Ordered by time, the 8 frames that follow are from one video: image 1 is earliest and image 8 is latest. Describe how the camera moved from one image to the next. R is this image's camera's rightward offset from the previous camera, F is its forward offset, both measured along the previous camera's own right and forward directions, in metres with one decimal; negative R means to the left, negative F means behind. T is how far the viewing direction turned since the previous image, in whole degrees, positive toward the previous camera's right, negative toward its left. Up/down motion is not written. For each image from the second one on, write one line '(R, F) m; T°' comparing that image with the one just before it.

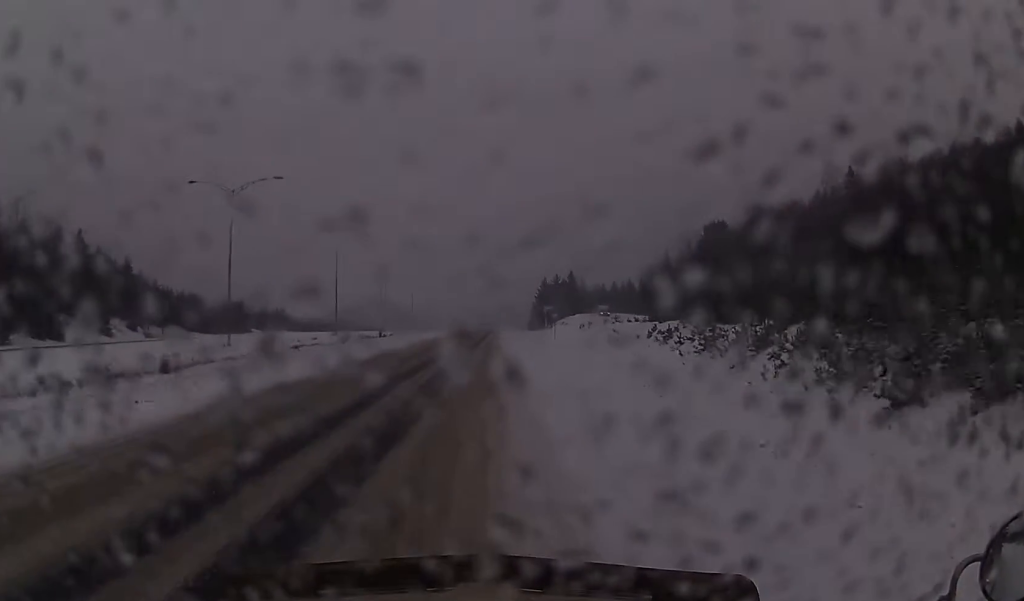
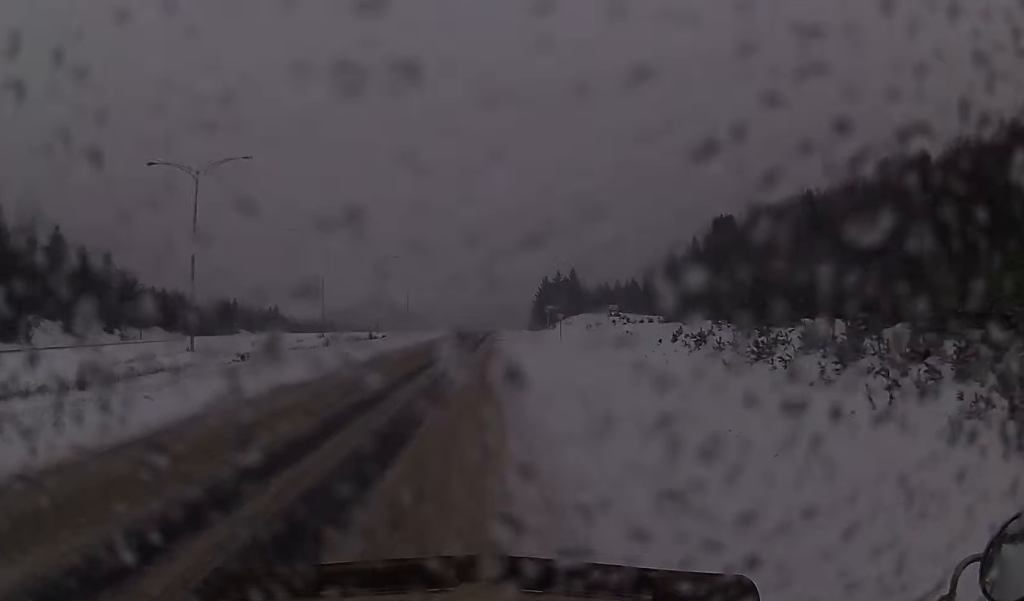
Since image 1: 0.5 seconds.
(-0.1, +9.1) m; 0°
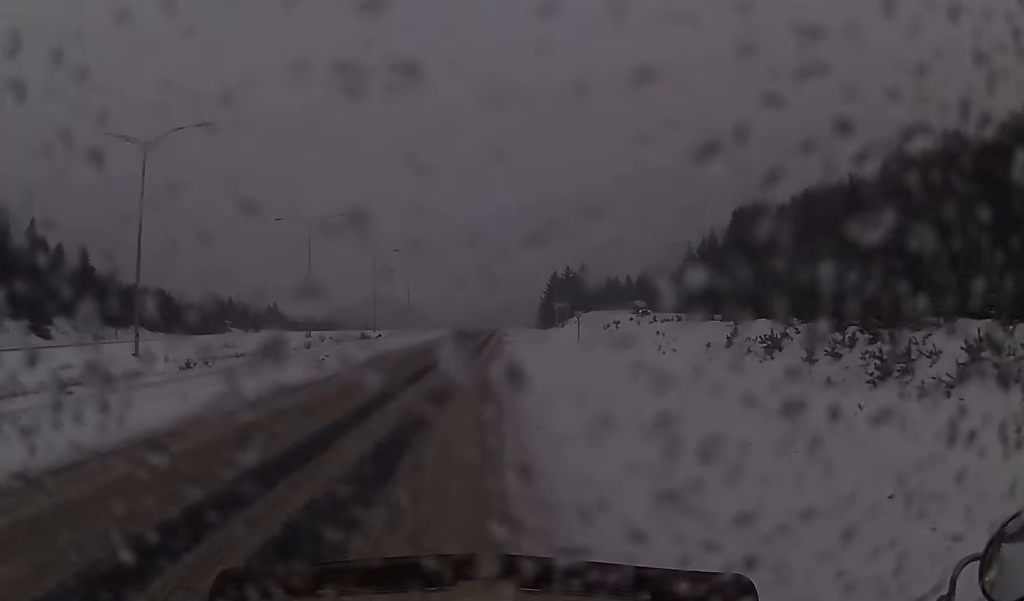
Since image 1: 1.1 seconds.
(-0.1, +11.5) m; 0°
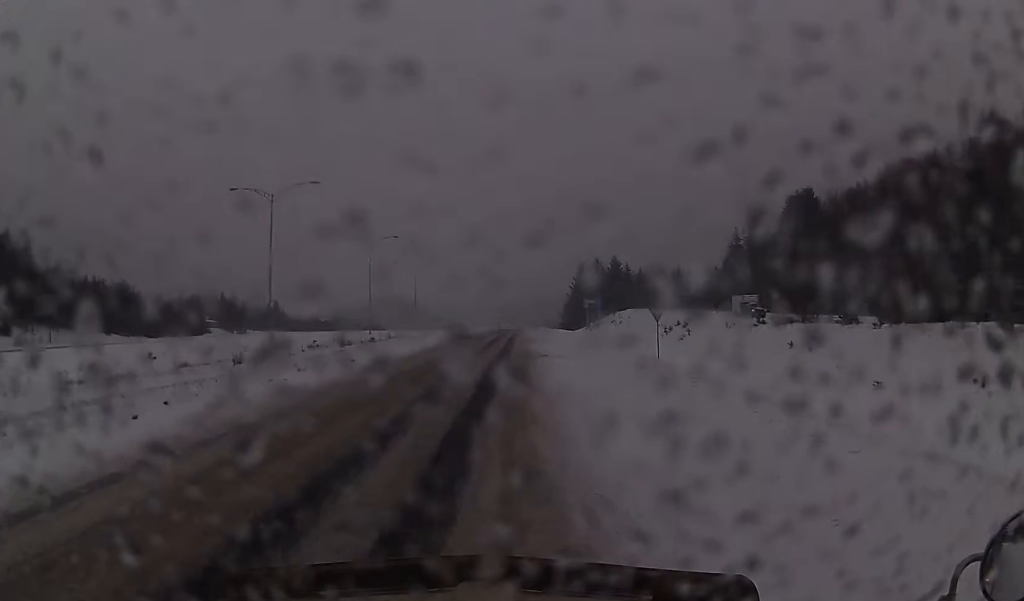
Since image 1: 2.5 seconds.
(-0.3, +25.2) m; -1°
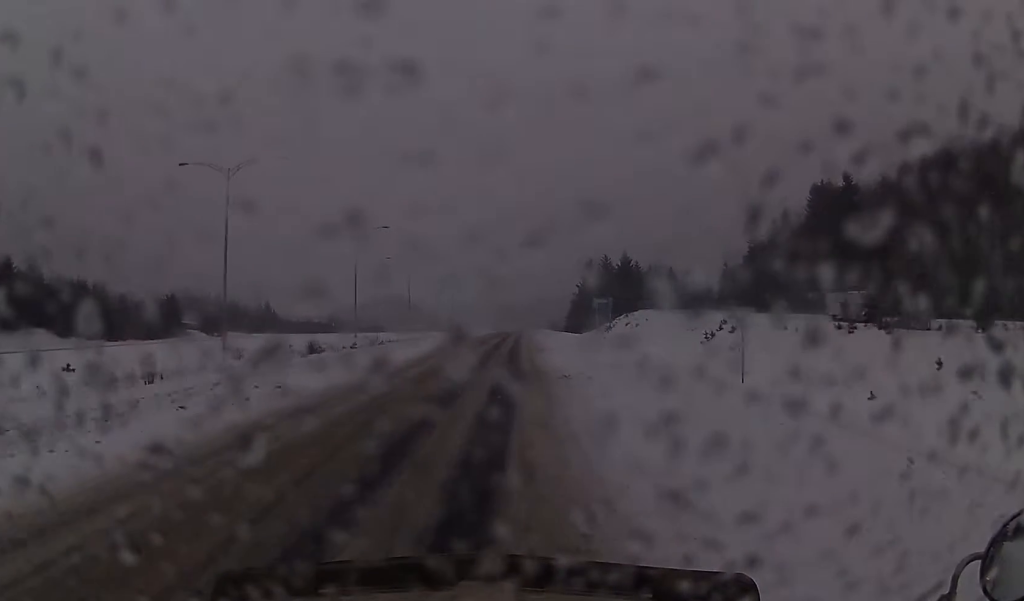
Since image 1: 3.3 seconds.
(-0.2, +13.3) m; 0°
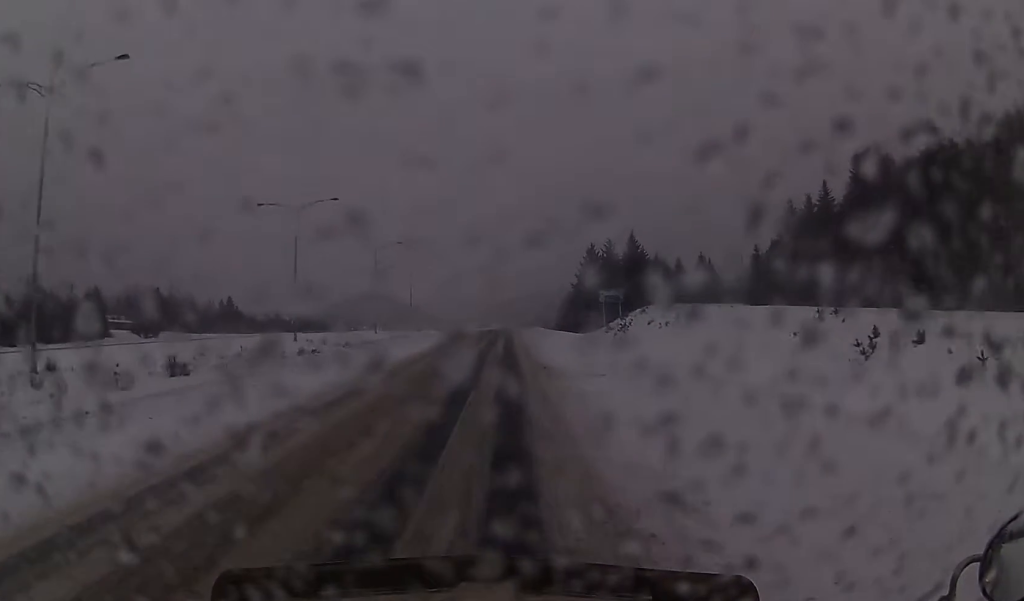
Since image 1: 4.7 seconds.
(+0.4, +26.2) m; +1°
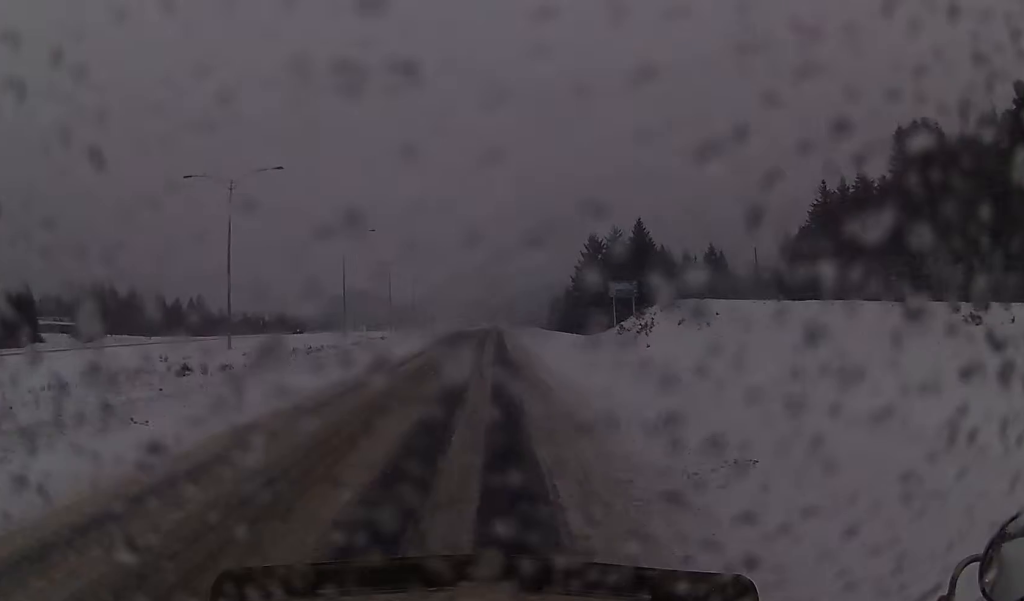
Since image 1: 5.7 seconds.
(+0.2, +18.4) m; 0°
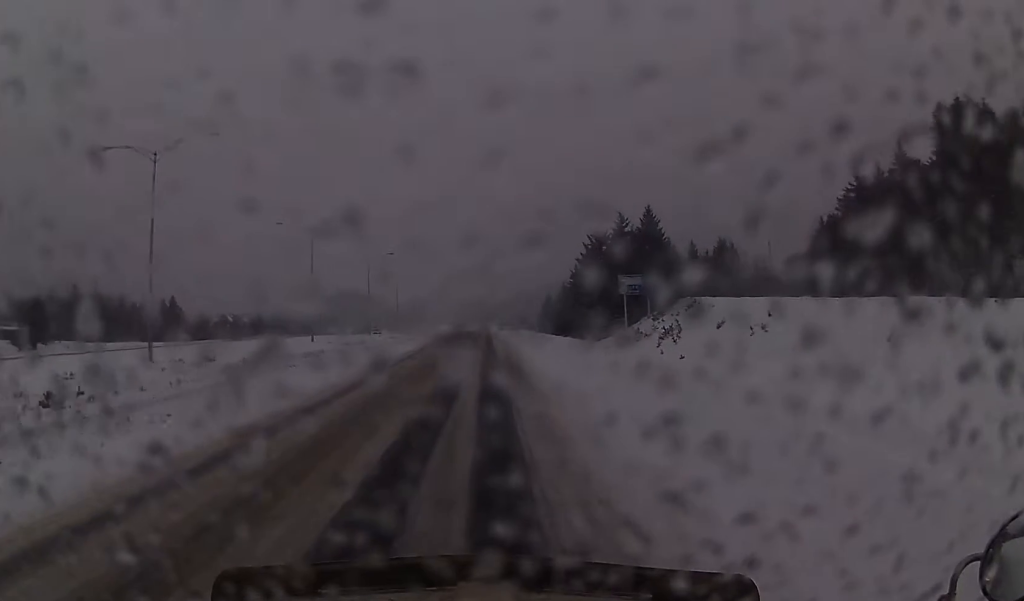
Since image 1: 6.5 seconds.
(0.0, +14.3) m; 0°
